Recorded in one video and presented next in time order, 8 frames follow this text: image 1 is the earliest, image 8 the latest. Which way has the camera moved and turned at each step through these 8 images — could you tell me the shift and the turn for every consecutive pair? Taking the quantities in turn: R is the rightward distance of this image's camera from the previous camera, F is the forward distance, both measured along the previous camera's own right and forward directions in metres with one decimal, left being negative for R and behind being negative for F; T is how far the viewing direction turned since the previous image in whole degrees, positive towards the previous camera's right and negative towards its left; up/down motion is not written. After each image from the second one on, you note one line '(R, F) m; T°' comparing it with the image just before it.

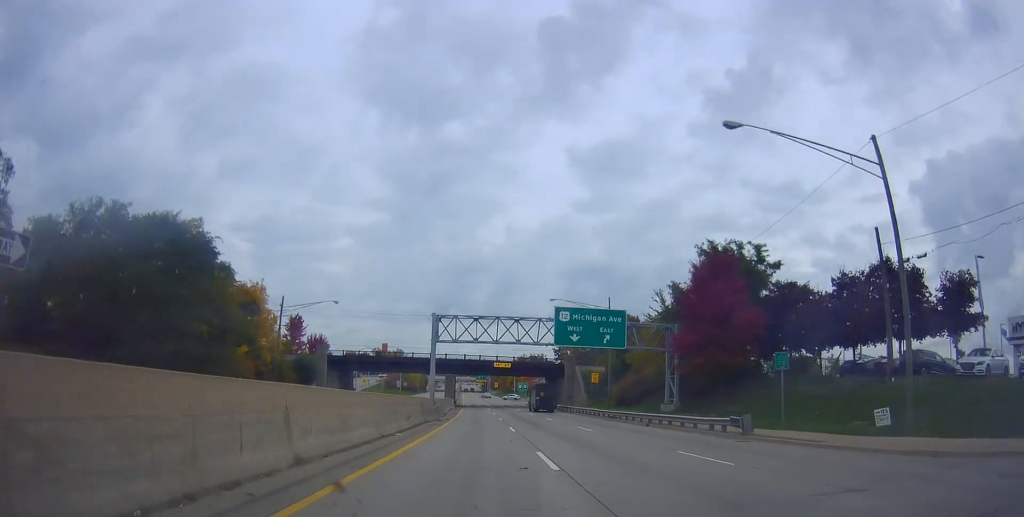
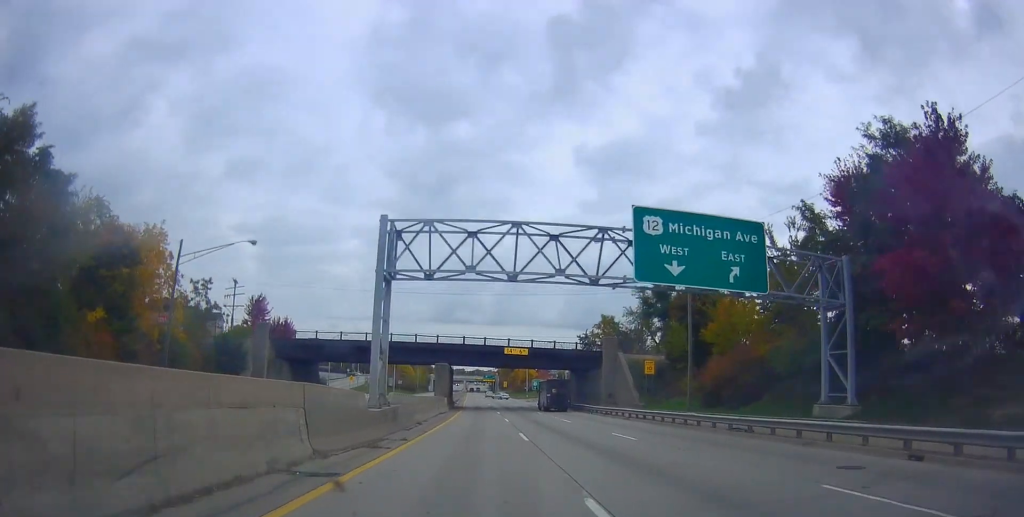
(+0.1, +23.3) m; -2°
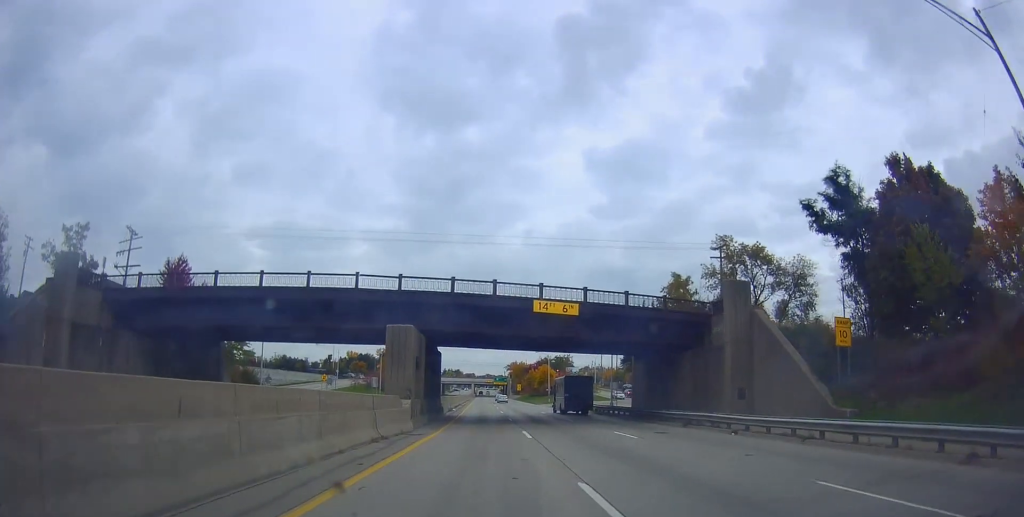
(-0.9, +29.3) m; -2°
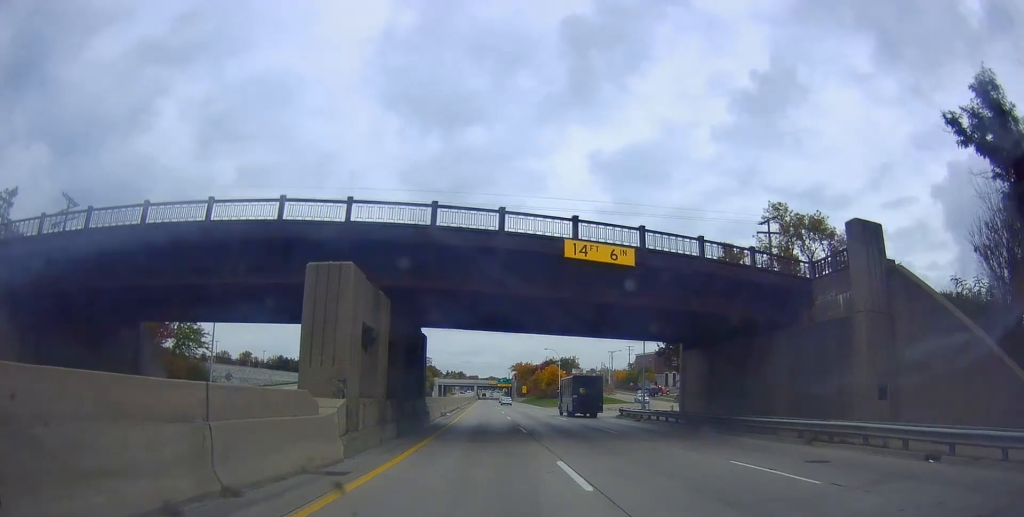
(-0.1, +11.7) m; 0°
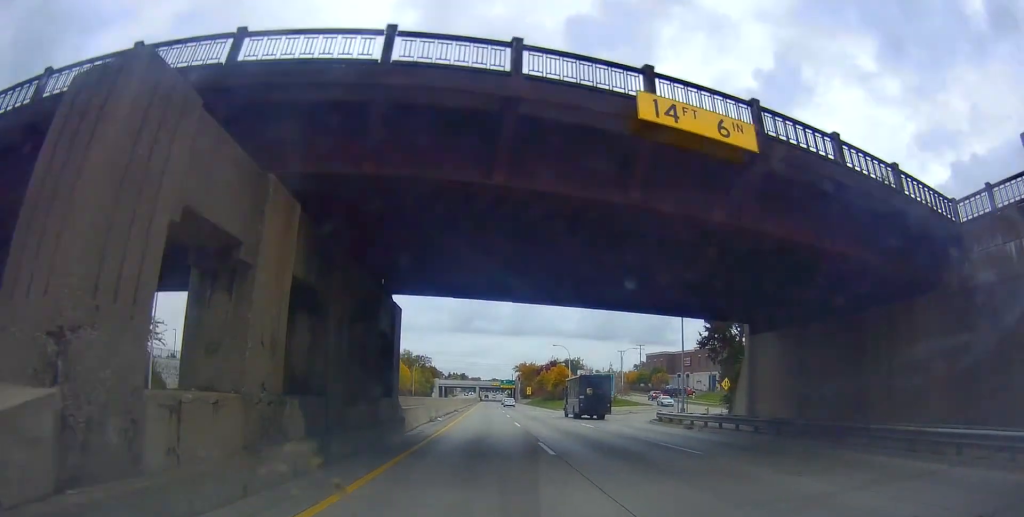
(-0.2, +9.7) m; +1°
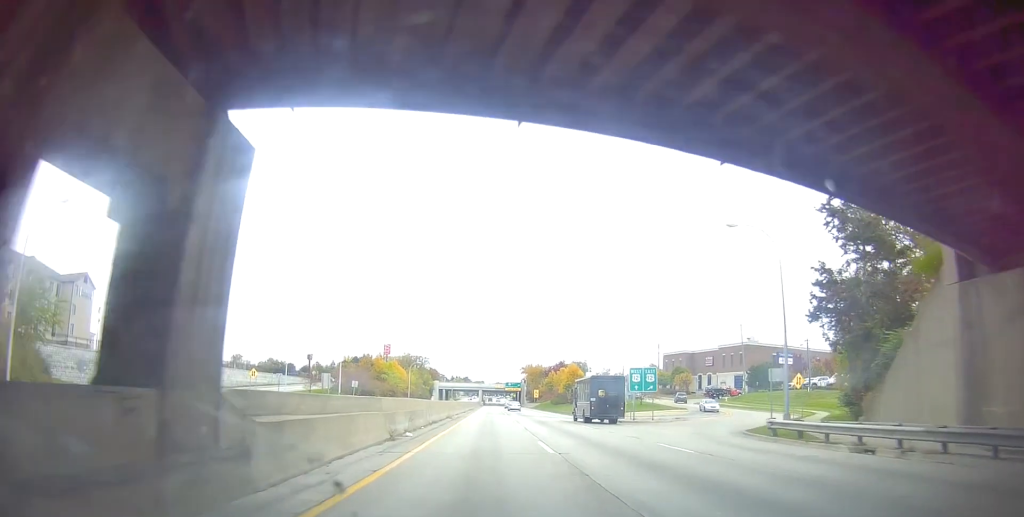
(+0.2, +14.6) m; +1°
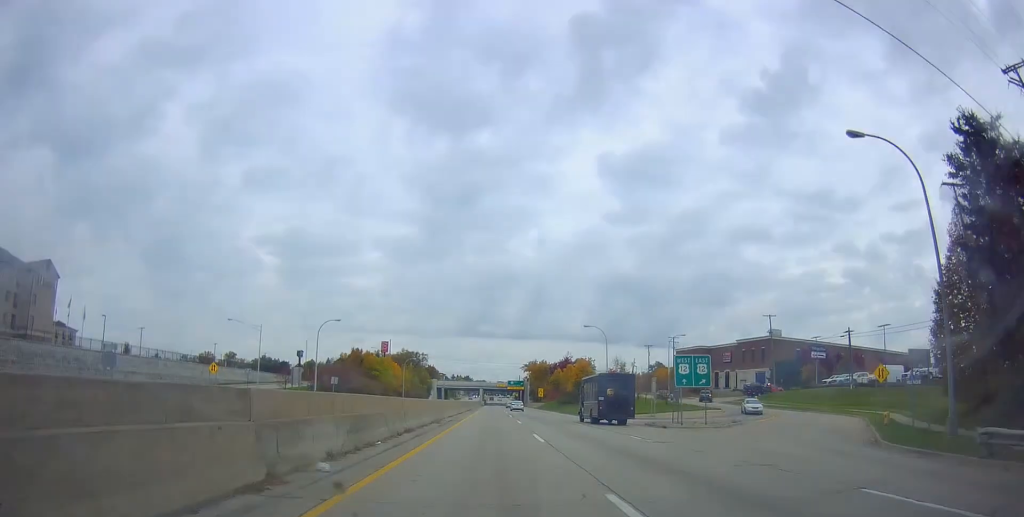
(+0.3, +11.2) m; 0°
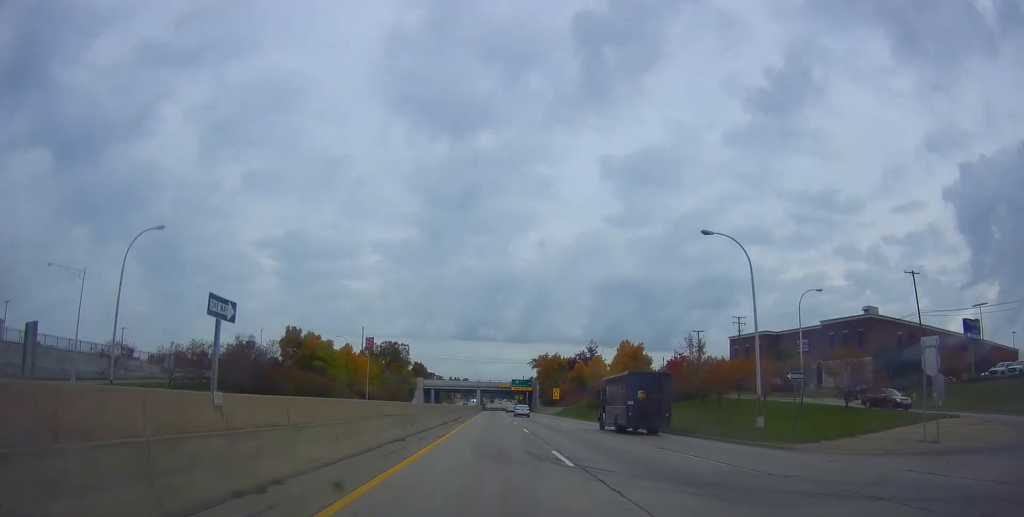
(-1.3, +38.5) m; -2°
